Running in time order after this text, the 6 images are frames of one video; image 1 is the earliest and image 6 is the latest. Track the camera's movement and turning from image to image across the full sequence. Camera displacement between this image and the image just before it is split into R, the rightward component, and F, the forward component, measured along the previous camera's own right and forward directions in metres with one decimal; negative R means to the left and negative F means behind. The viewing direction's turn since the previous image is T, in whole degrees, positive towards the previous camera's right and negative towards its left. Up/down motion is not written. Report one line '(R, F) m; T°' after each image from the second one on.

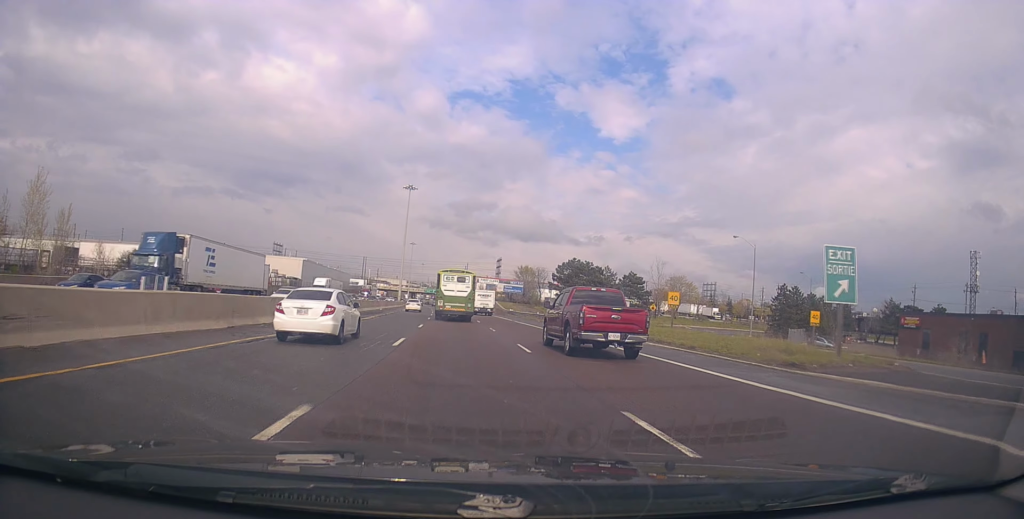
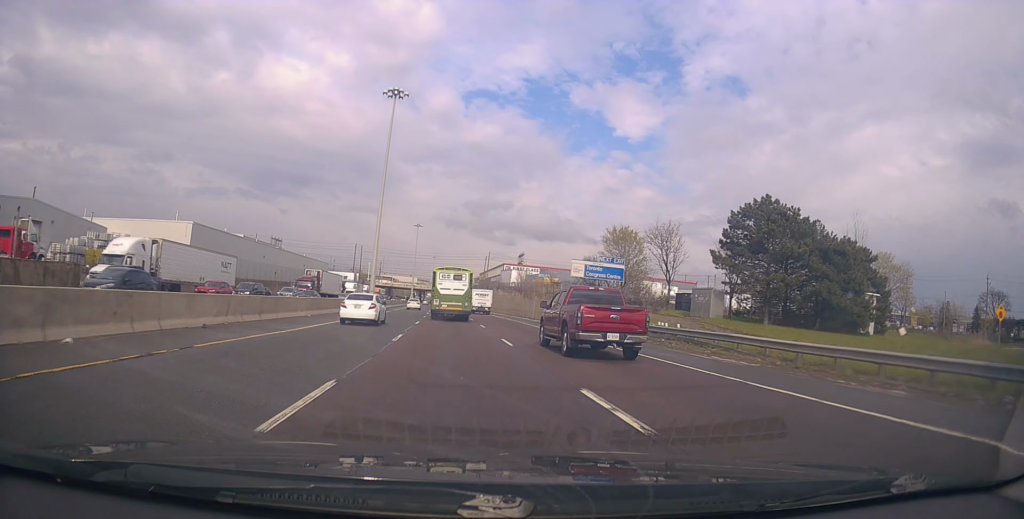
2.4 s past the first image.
(-1.2, +58.5) m; -2°
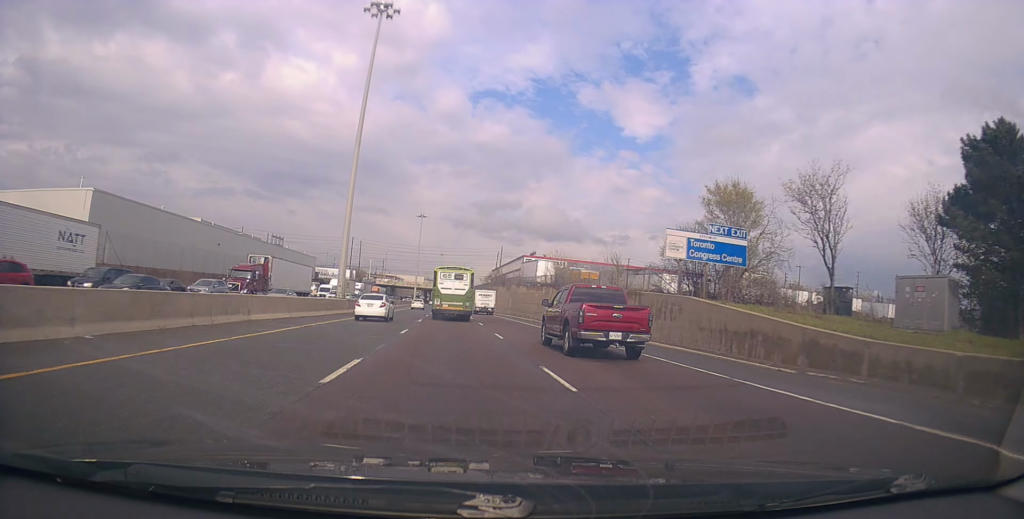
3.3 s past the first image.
(+0.1, +22.3) m; +1°
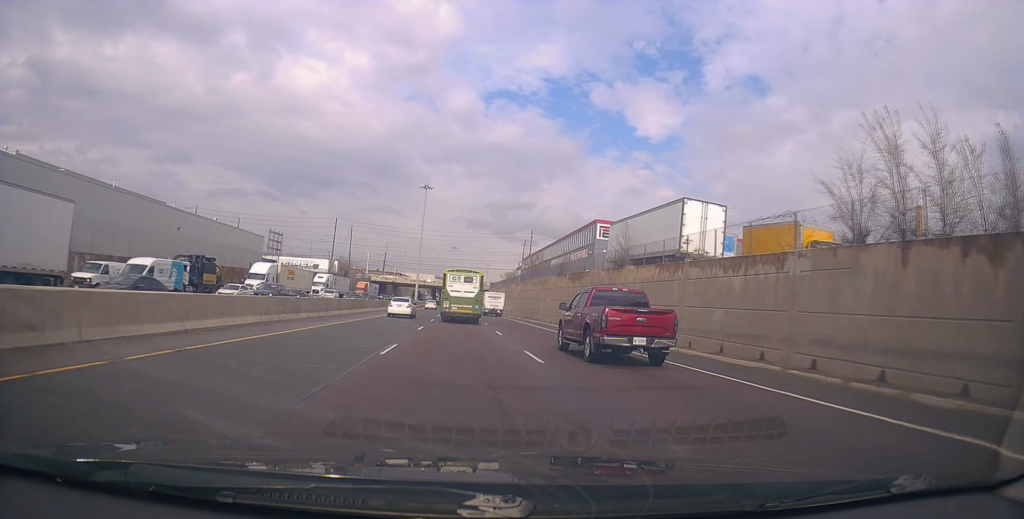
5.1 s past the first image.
(-0.1, +44.6) m; -2°
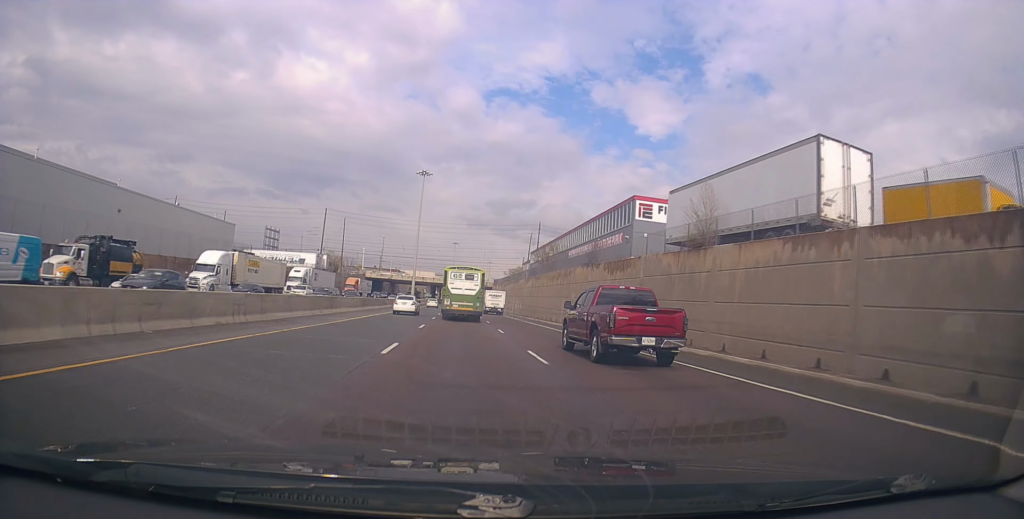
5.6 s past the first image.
(-0.1, +12.4) m; -1°
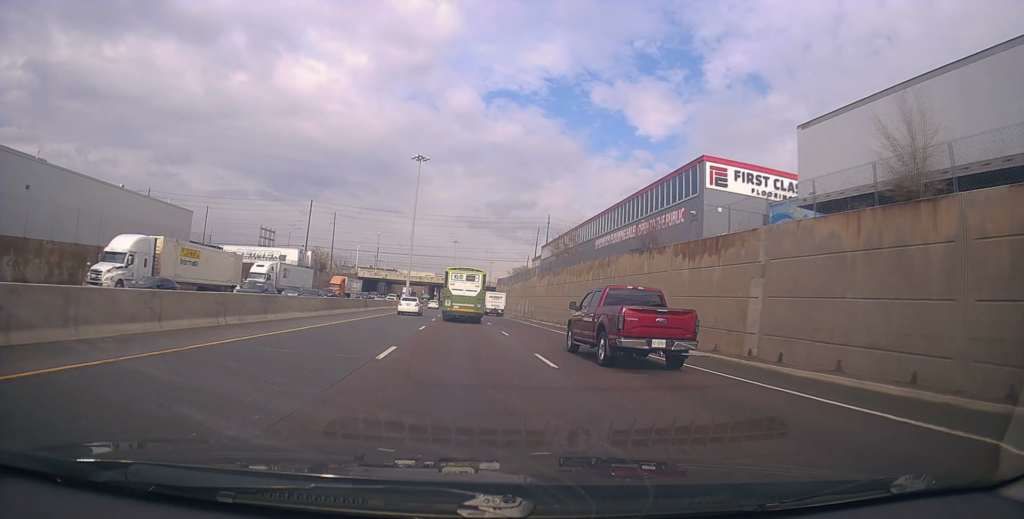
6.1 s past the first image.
(-0.2, +12.9) m; -1°
